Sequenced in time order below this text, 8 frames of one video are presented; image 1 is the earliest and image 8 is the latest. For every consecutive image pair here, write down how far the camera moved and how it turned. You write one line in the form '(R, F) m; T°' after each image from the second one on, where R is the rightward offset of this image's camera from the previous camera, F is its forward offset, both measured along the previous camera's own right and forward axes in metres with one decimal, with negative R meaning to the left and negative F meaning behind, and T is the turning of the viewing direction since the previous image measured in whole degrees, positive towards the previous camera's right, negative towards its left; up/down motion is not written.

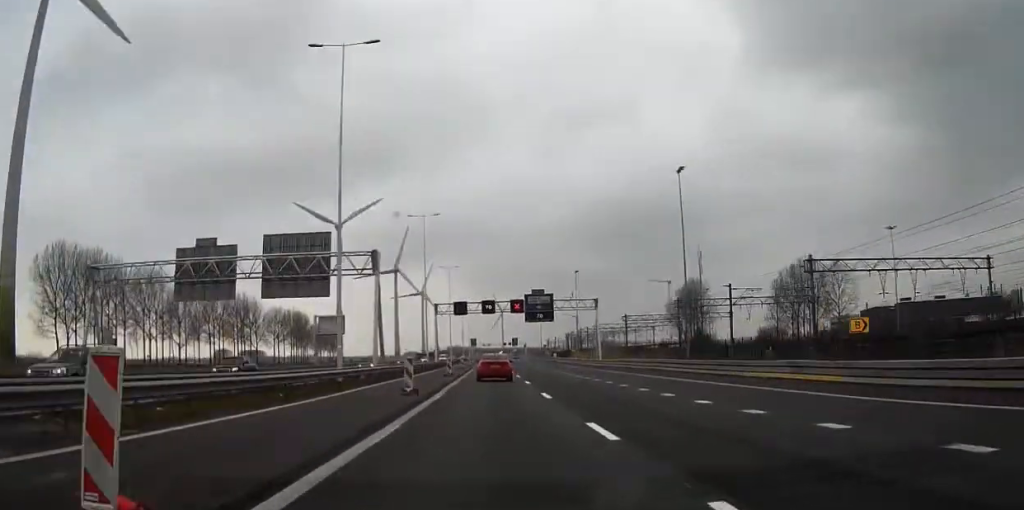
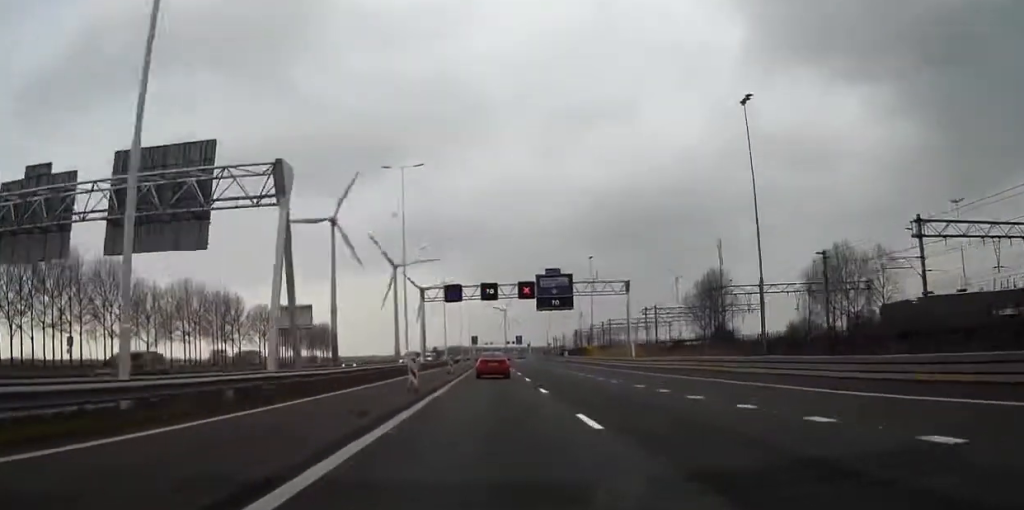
(+0.1, +23.4) m; 0°
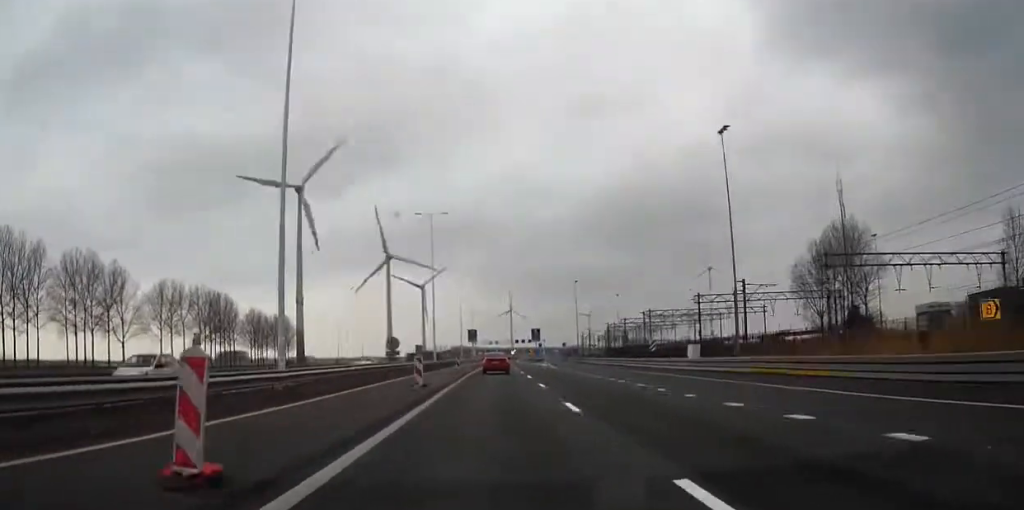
(-0.3, +94.7) m; -1°
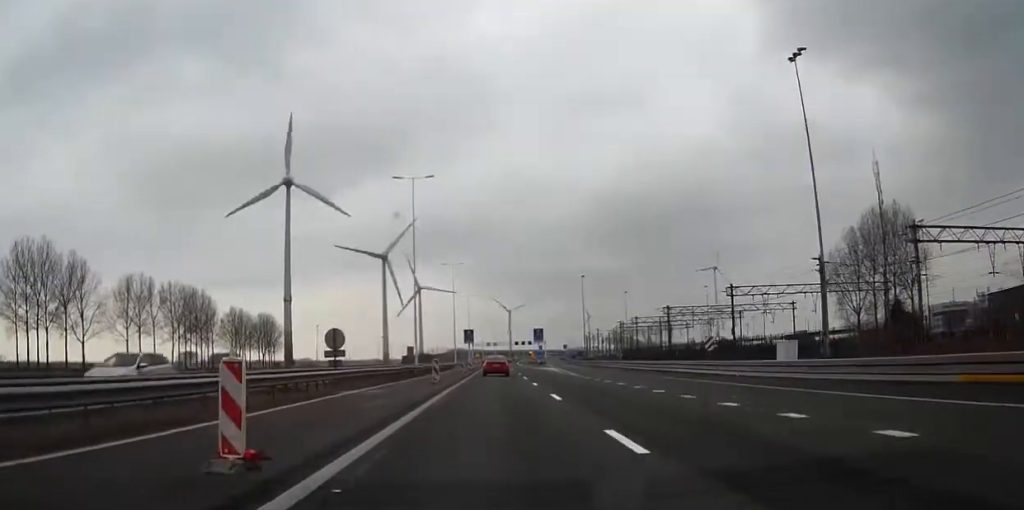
(-0.1, +18.8) m; 0°
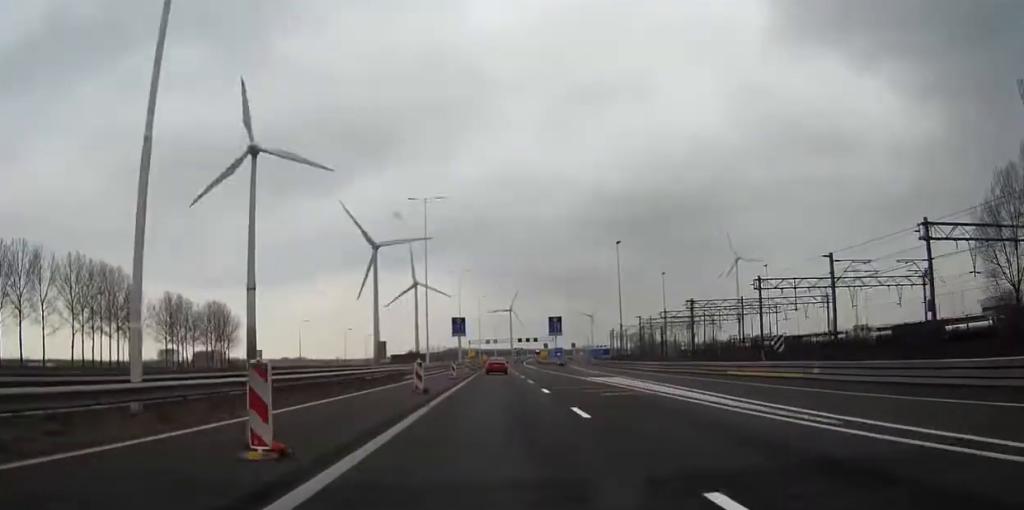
(0.0, +55.4) m; 0°
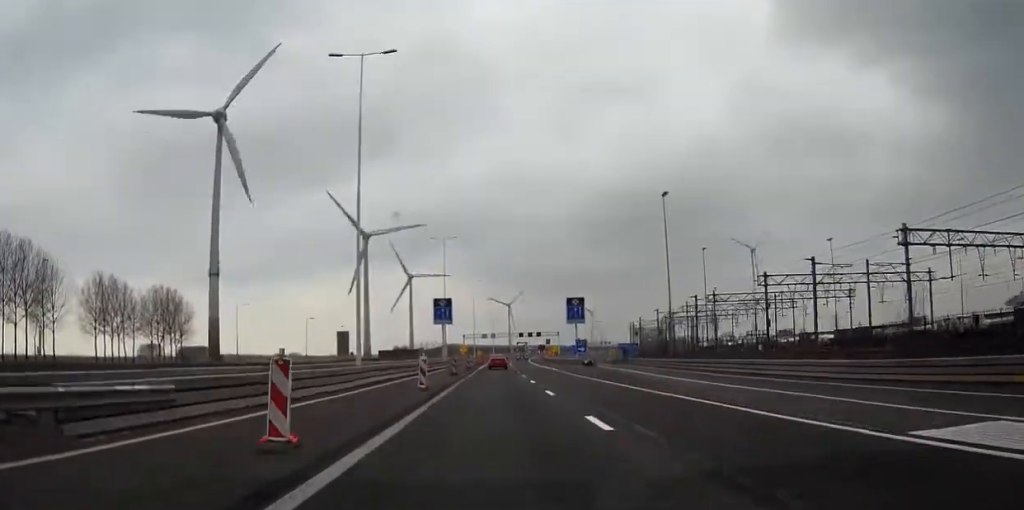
(0.0, +40.3) m; 0°
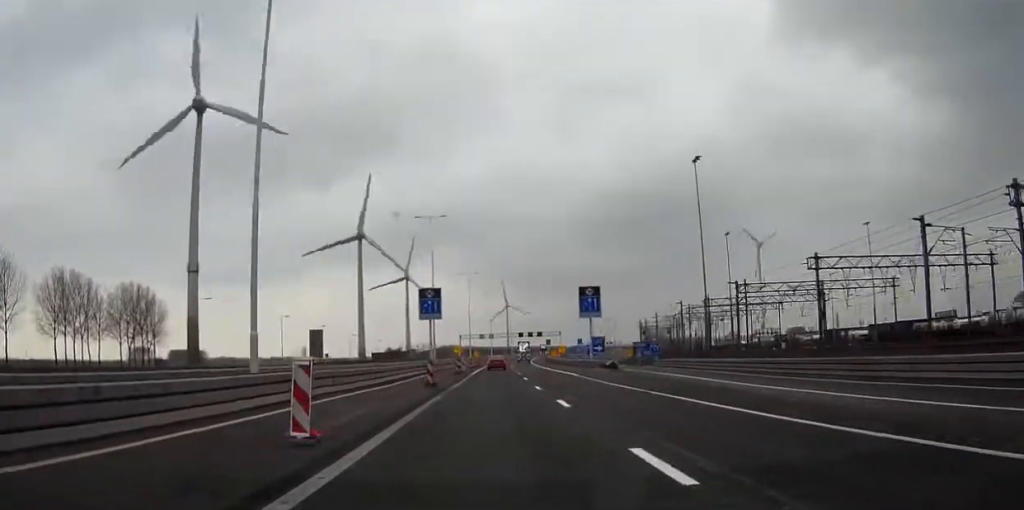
(0.0, +17.9) m; 0°
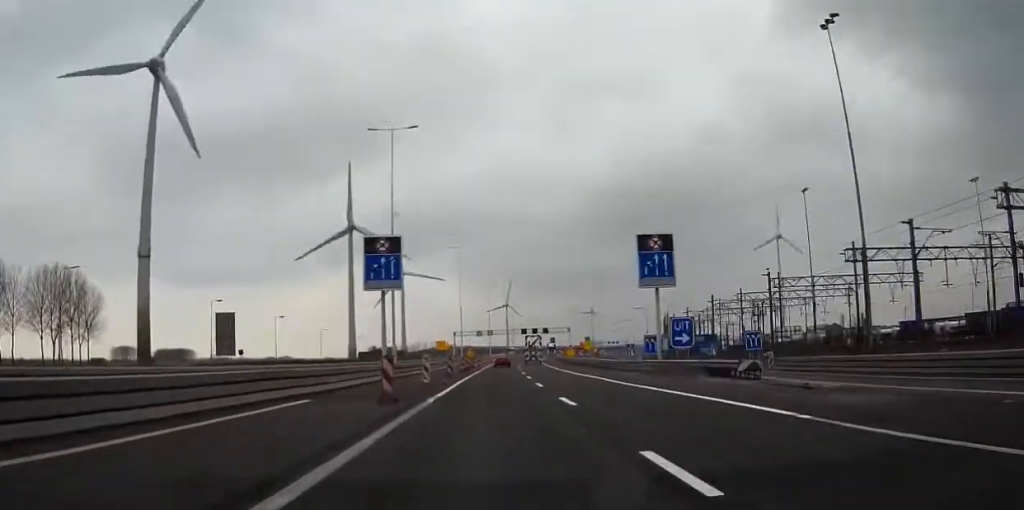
(+0.3, +37.0) m; +1°
